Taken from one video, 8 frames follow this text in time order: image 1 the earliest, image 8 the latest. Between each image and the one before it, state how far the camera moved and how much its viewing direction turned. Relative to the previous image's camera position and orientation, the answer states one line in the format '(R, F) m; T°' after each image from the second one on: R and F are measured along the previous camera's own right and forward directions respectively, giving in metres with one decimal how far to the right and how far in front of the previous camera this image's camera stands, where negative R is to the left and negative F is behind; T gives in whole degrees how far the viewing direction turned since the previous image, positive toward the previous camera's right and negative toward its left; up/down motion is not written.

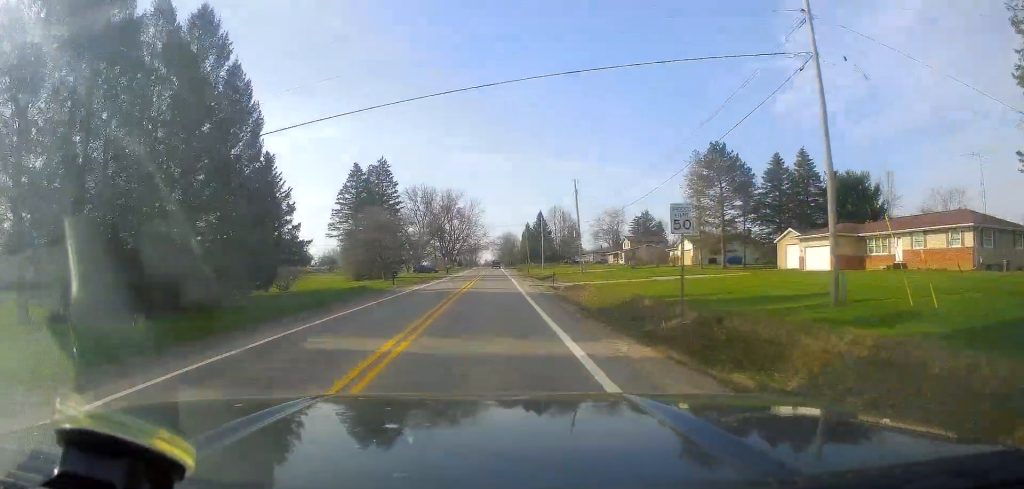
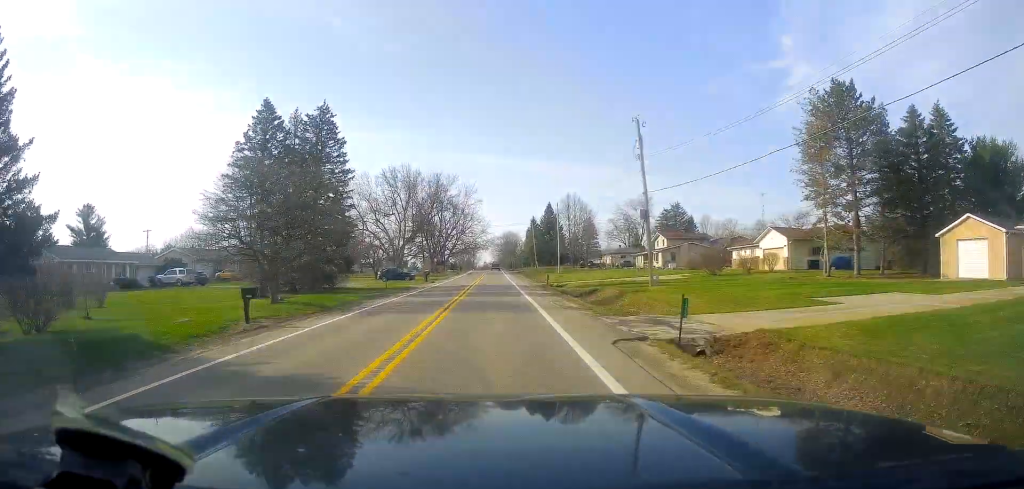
(0.0, +29.2) m; -1°
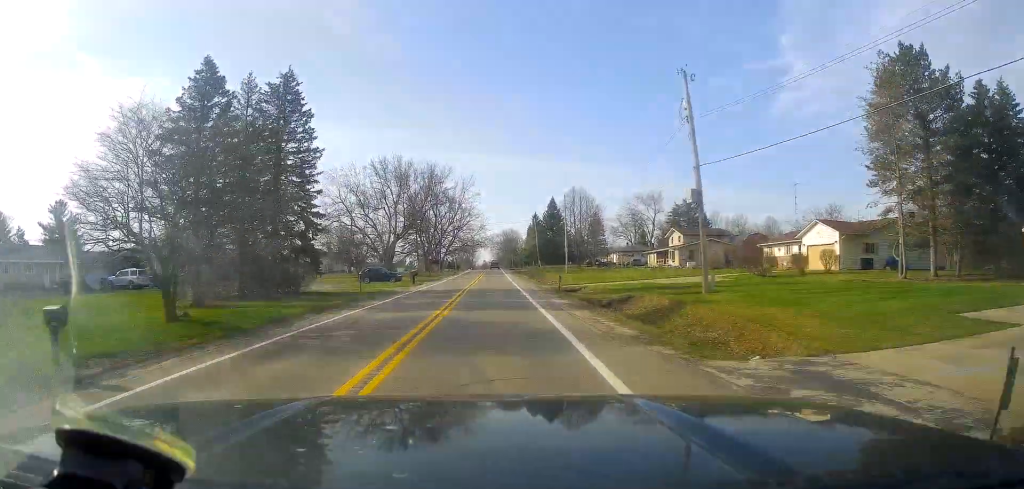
(-0.3, +9.7) m; 0°
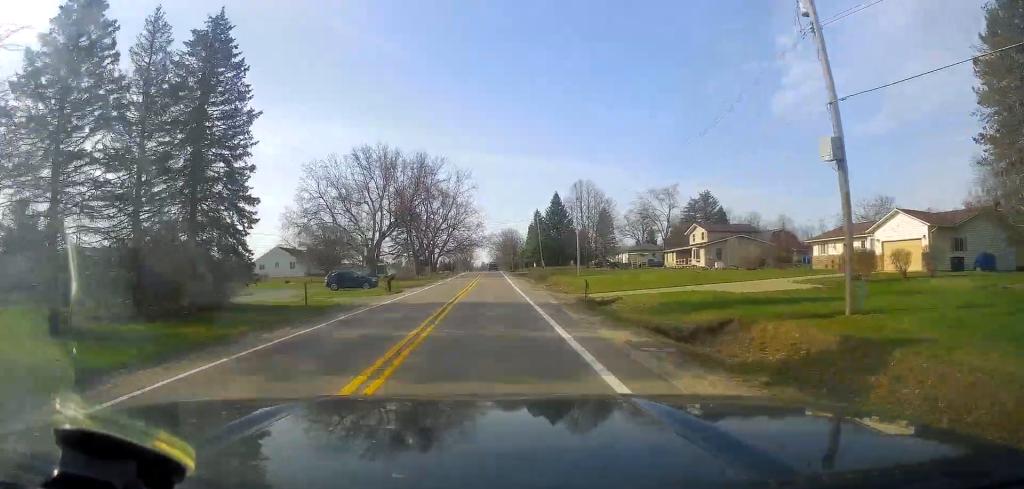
(-0.1, +12.1) m; 0°
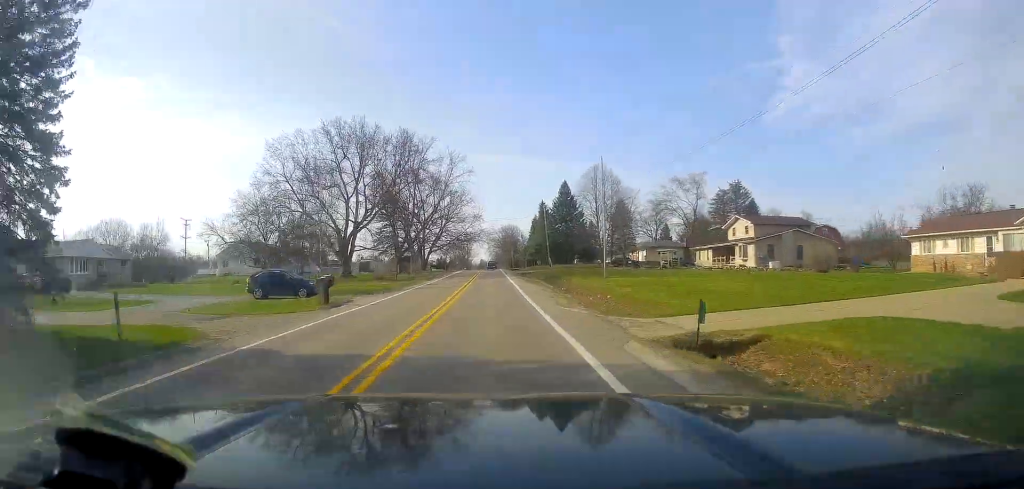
(+0.2, +16.2) m; +1°
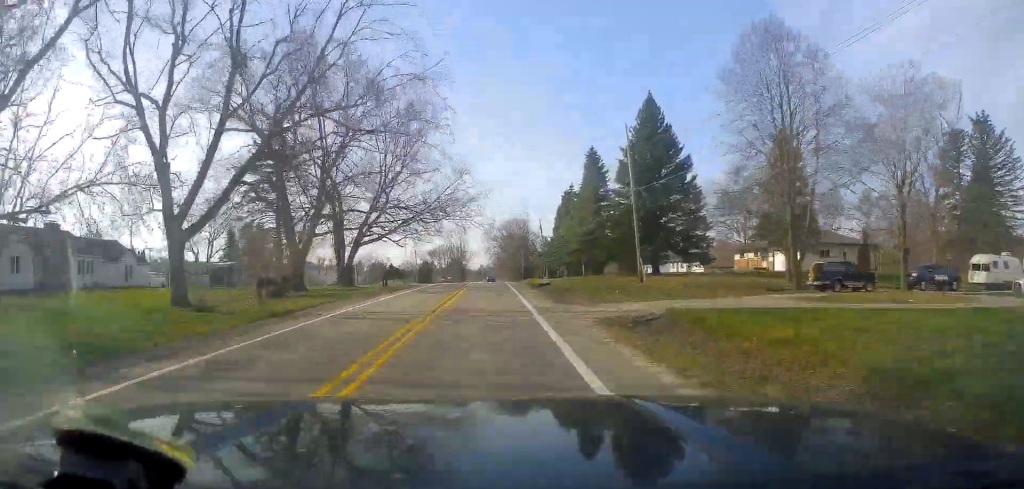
(+0.4, +60.9) m; -1°
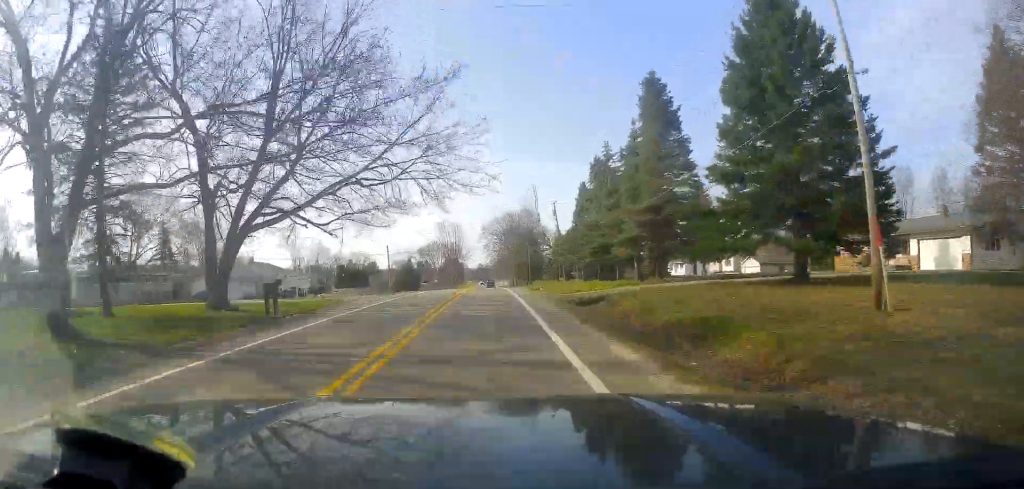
(0.0, +25.1) m; 0°
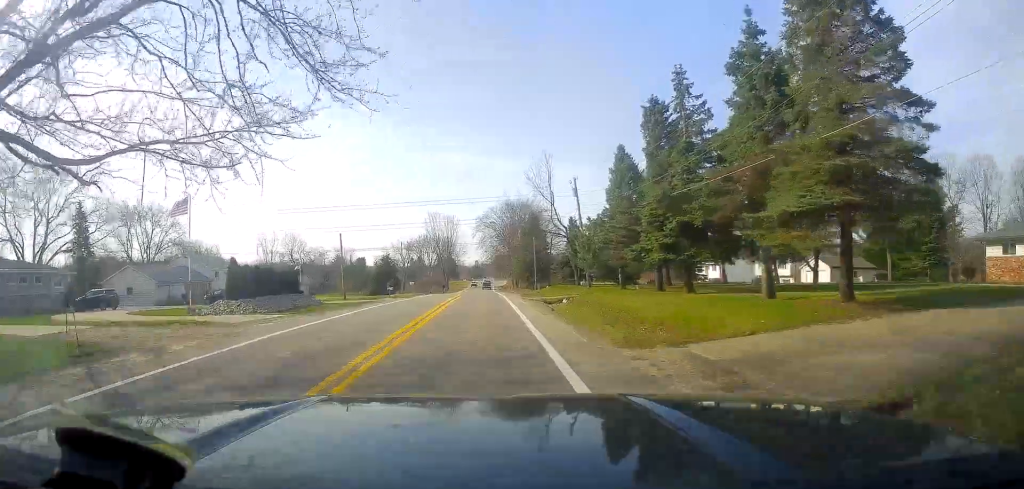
(+0.1, +20.8) m; 0°
